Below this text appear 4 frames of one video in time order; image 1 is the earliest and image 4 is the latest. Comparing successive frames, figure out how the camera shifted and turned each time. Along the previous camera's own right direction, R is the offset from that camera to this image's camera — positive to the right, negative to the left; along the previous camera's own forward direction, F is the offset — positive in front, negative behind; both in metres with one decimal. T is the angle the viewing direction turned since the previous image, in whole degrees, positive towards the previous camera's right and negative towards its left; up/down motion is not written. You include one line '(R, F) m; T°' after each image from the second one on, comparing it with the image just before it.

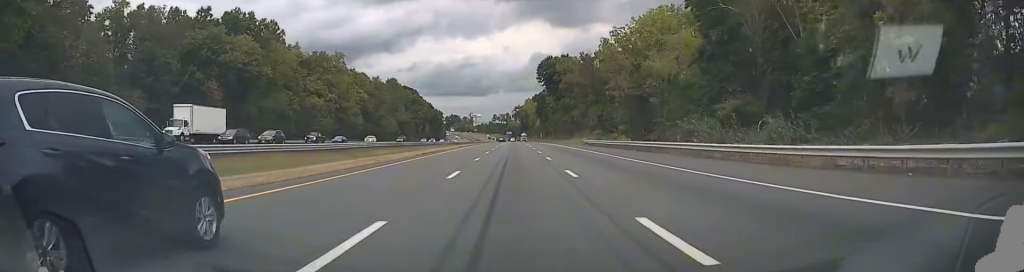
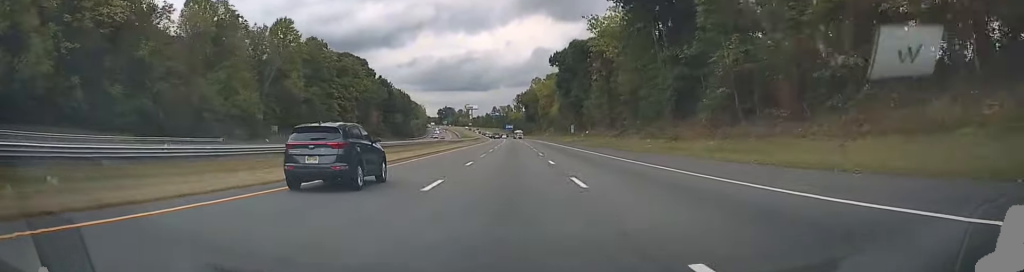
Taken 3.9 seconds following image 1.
(+0.3, +131.0) m; 0°
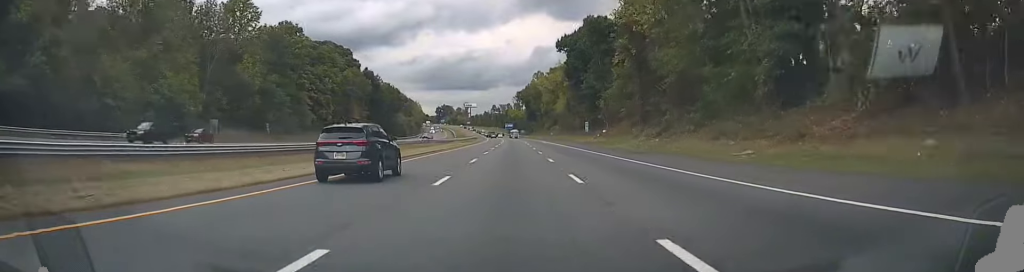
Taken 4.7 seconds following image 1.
(-0.1, +23.3) m; 0°
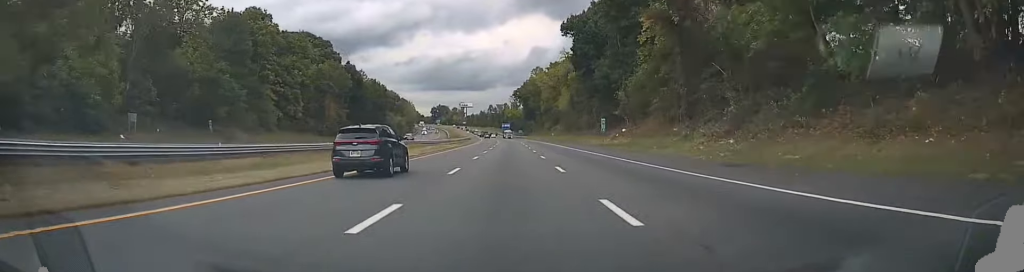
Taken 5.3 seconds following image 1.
(0.0, +21.0) m; 0°
